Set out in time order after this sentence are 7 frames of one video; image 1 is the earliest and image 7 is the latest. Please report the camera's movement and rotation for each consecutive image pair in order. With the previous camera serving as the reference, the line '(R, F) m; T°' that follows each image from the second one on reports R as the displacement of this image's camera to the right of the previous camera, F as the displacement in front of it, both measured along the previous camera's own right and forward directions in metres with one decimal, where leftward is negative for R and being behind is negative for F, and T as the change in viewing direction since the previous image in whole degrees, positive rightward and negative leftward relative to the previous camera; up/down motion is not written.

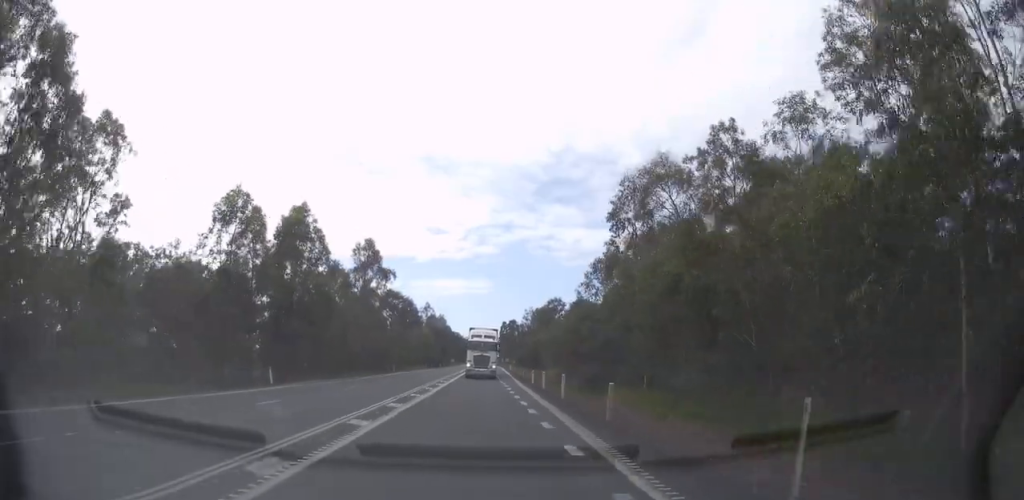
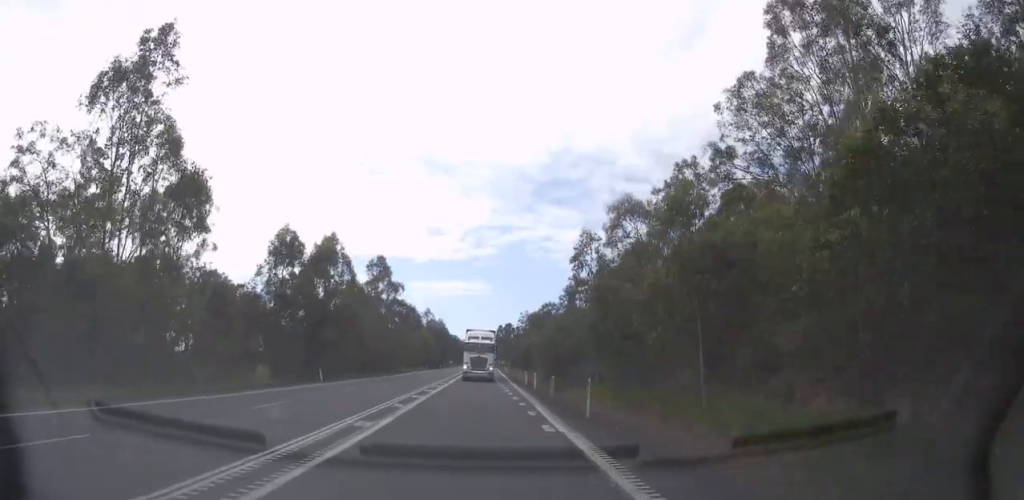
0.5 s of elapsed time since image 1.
(0.0, +12.1) m; 0°
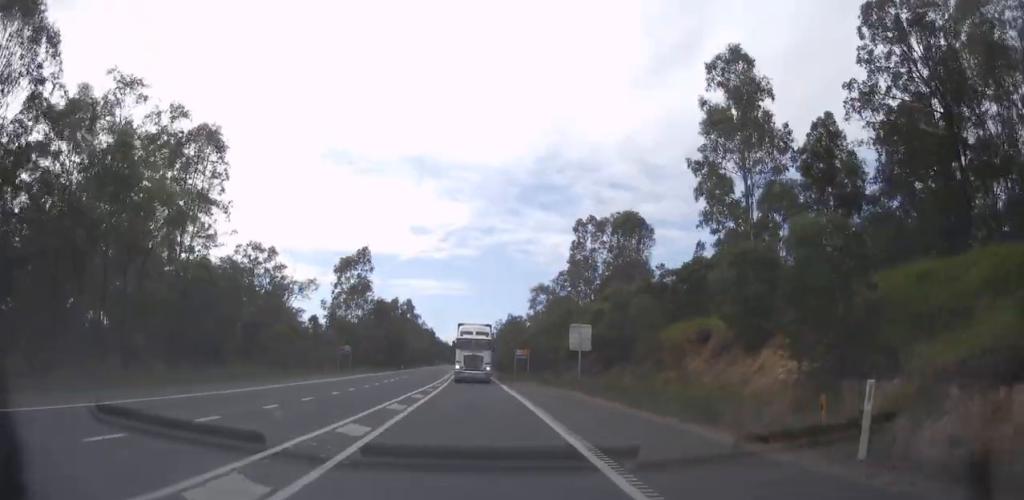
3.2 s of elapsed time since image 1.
(+2.1, +67.4) m; +4°
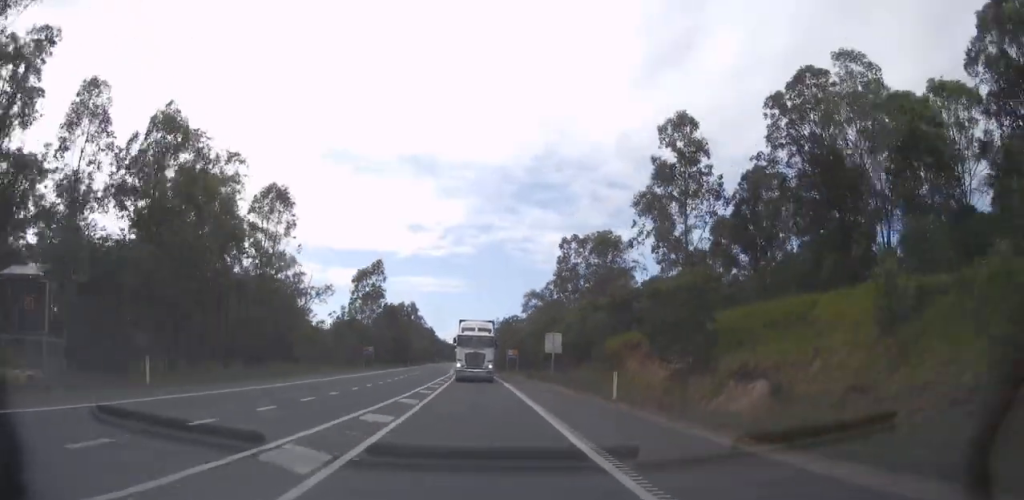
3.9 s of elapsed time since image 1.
(+0.2, +14.9) m; 0°
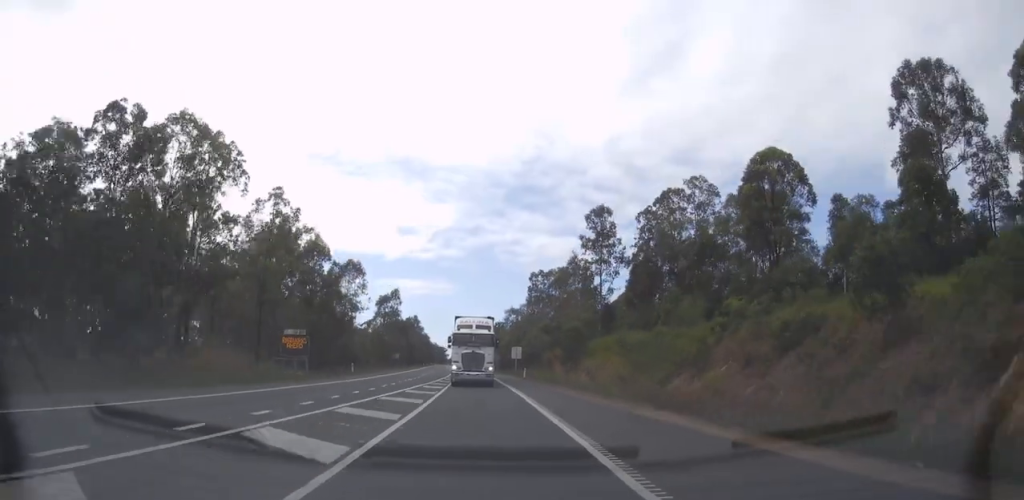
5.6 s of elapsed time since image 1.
(-0.4, +39.4) m; 0°
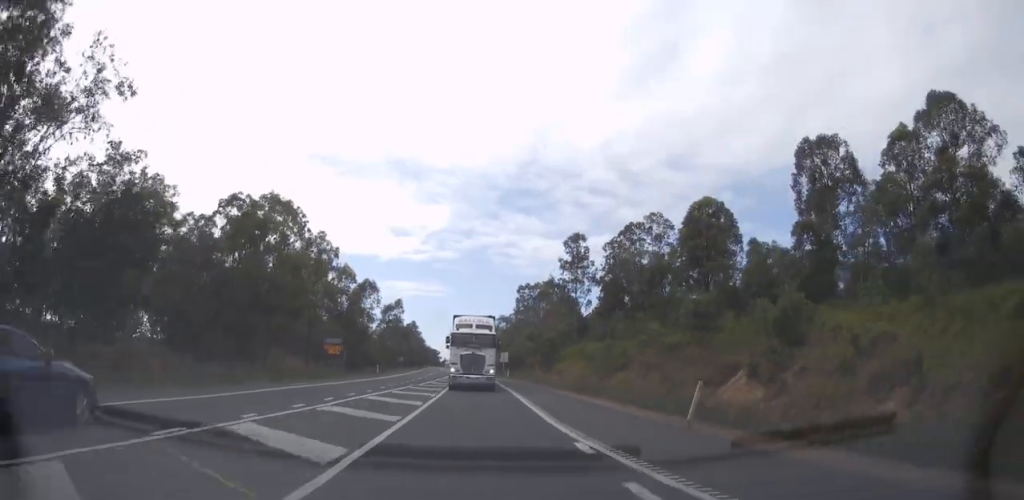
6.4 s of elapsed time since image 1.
(+0.5, +18.8) m; +1°
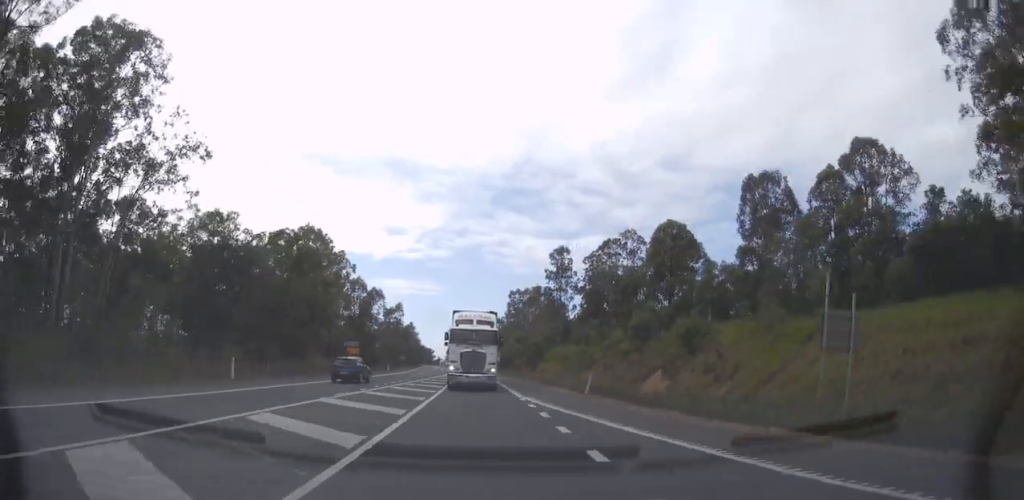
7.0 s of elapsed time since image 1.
(0.0, +14.1) m; 0°
